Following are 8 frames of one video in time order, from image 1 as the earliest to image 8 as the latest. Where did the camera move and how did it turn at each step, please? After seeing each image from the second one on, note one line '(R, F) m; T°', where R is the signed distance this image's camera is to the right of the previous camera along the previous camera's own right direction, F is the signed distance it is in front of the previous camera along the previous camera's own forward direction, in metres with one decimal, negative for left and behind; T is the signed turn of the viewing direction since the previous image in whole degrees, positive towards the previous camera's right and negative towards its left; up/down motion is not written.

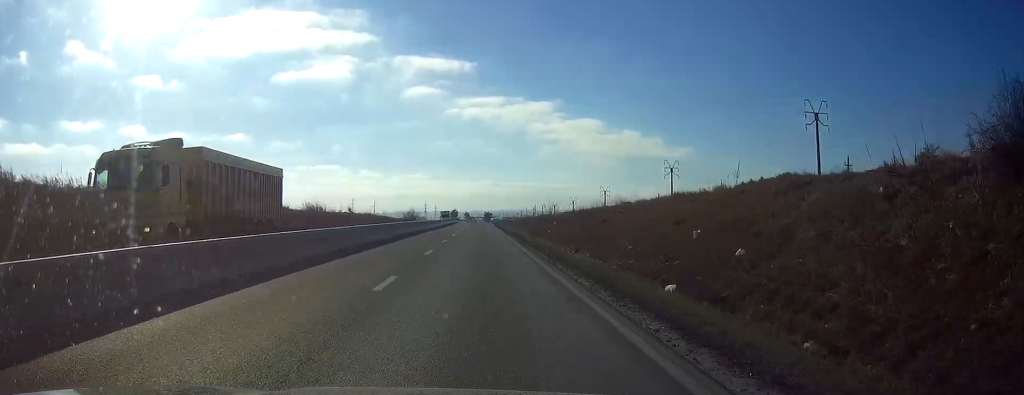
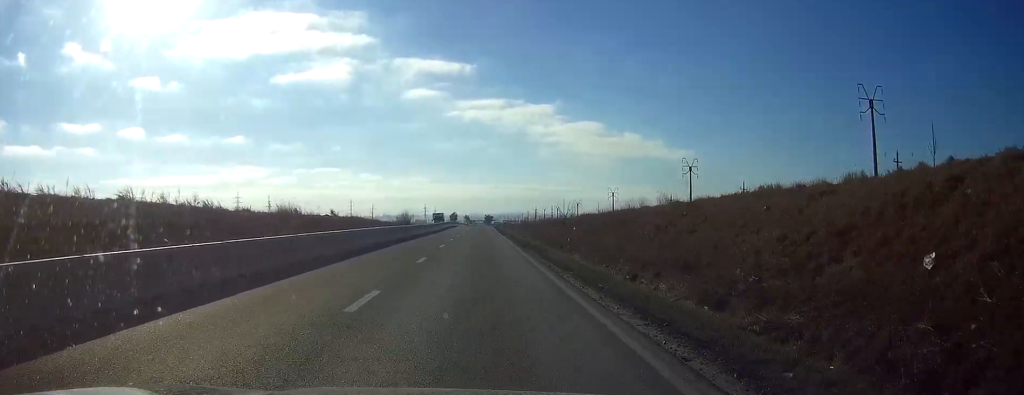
(-0.1, +14.4) m; 0°
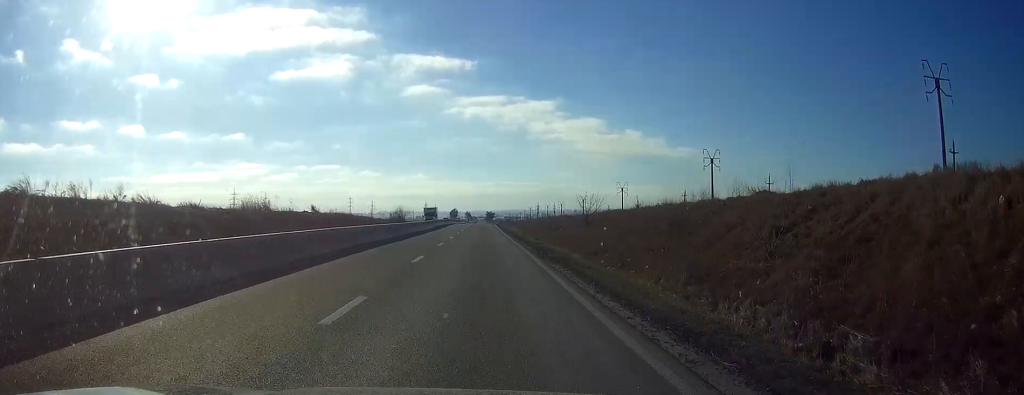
(0.0, +13.3) m; 0°
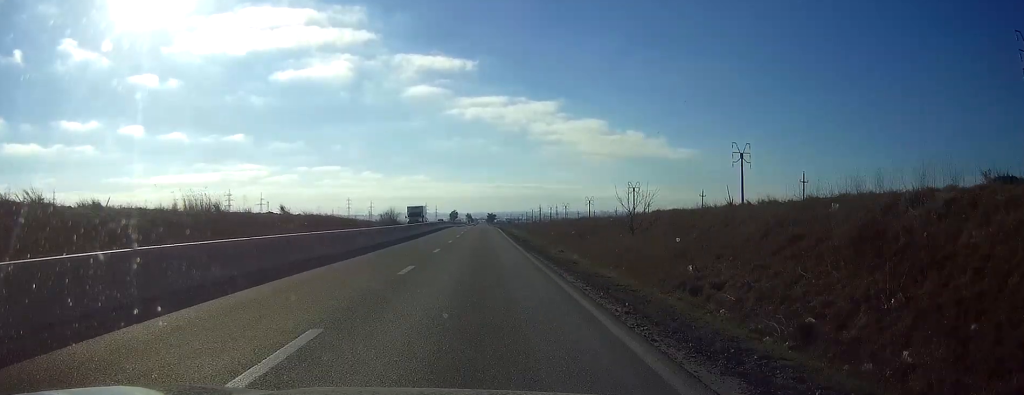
(0.0, +15.3) m; 0°
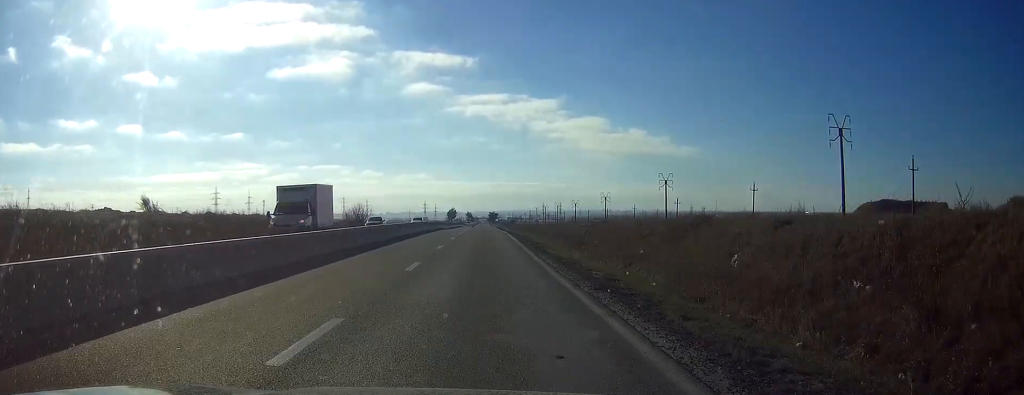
(0.0, +34.6) m; 0°
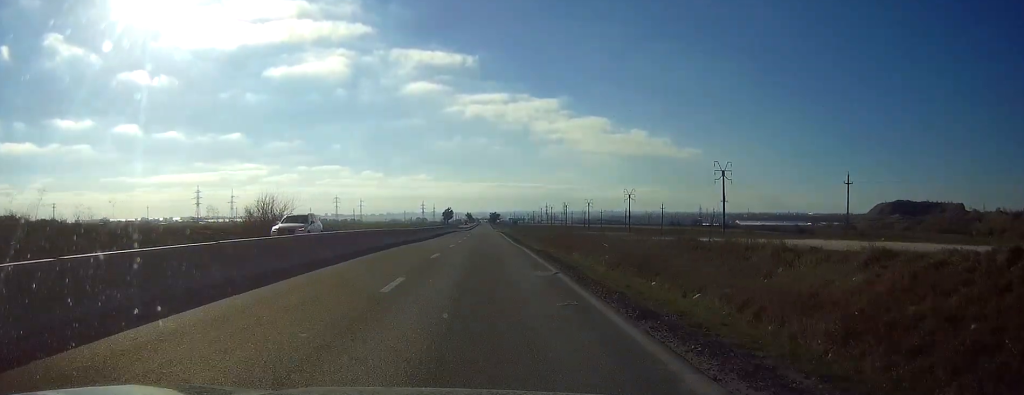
(0.0, +40.7) m; 0°
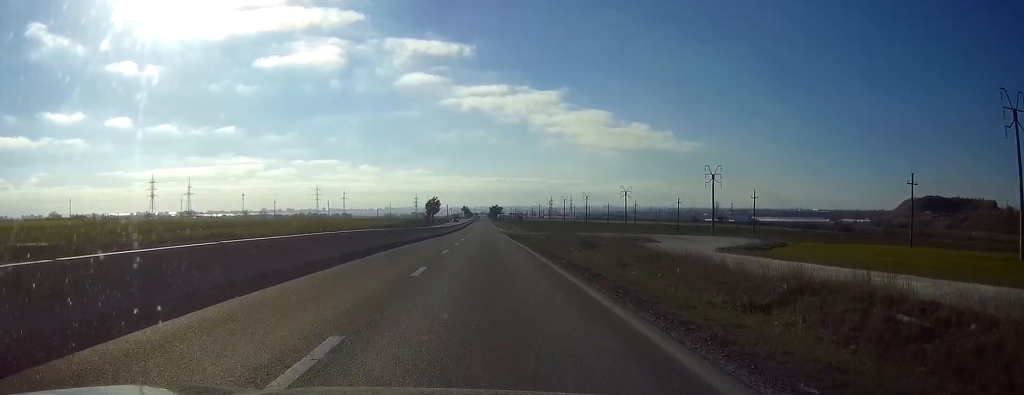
(0.0, +78.9) m; 0°
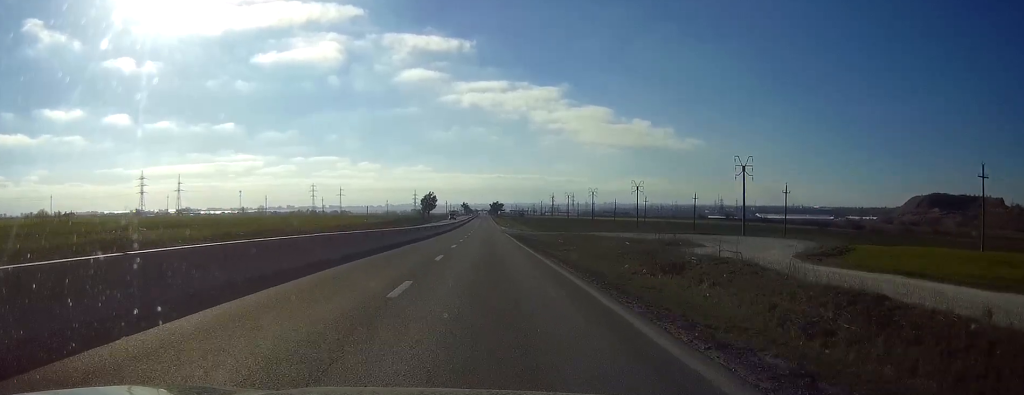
(0.0, +16.2) m; 0°
